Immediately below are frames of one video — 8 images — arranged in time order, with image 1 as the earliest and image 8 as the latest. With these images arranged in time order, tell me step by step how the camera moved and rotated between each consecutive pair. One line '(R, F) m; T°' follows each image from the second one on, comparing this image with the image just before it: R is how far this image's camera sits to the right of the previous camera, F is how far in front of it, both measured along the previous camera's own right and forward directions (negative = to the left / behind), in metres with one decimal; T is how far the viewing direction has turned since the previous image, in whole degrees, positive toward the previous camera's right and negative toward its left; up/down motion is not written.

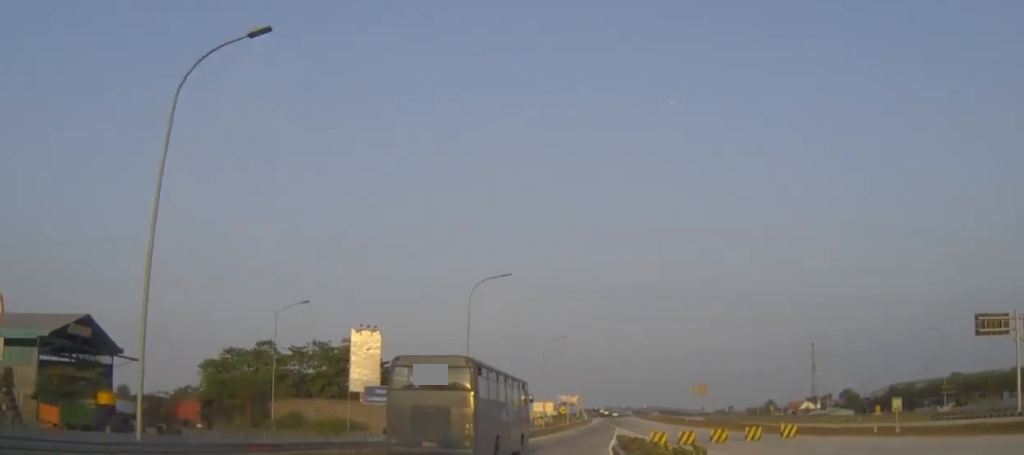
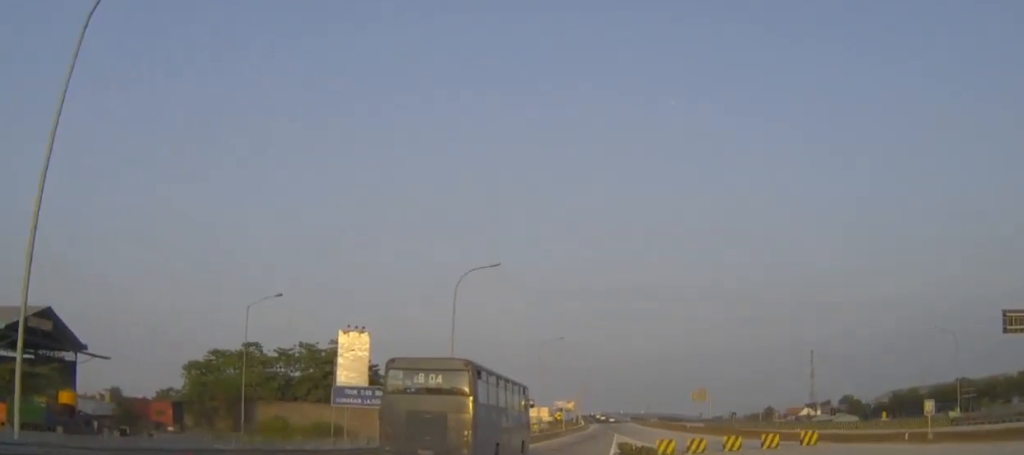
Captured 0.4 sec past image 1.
(0.0, +5.2) m; 0°
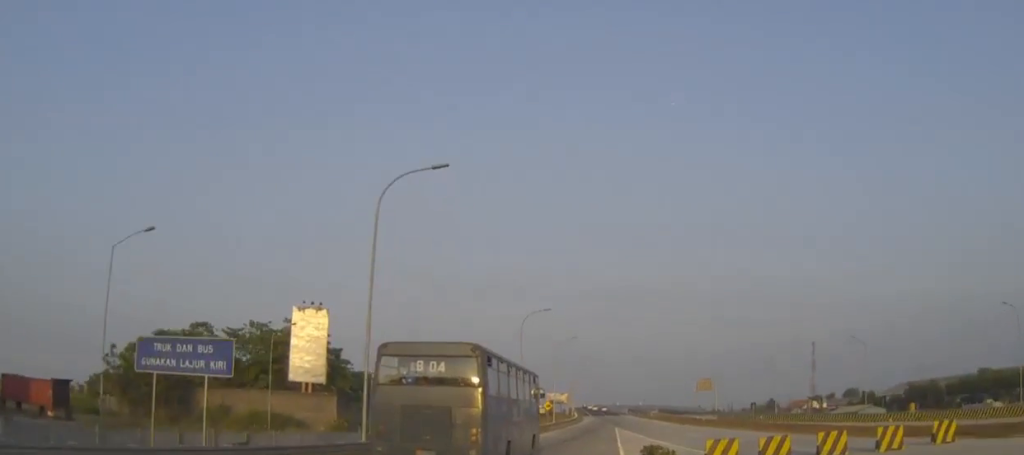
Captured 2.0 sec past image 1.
(+0.1, +18.4) m; +1°
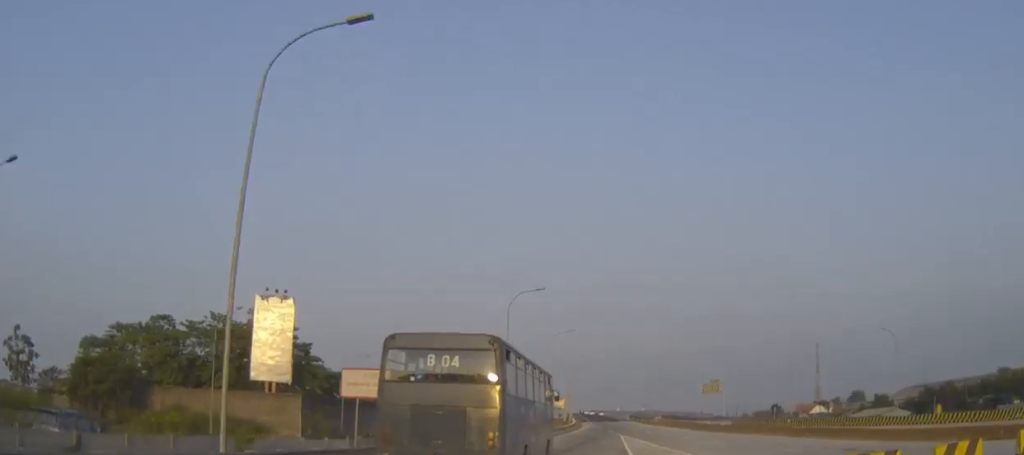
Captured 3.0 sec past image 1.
(+0.1, +12.5) m; +1°
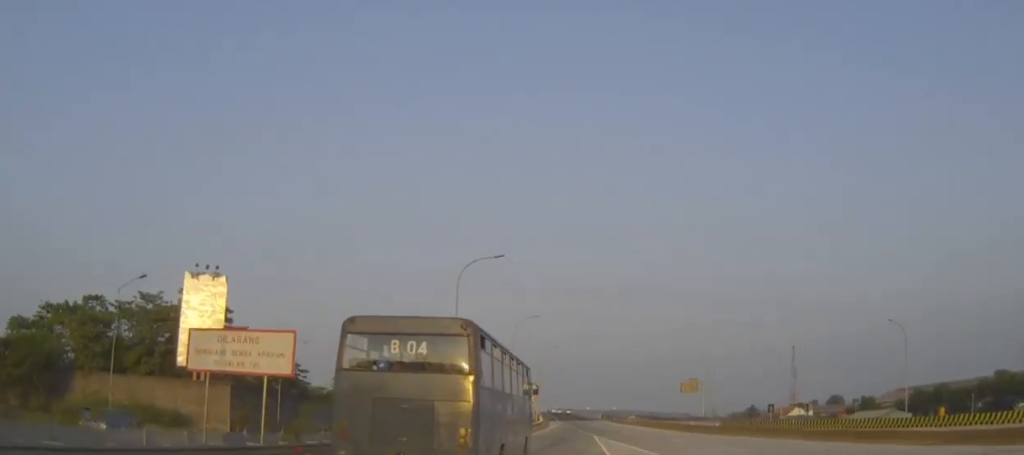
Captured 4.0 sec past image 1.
(+0.1, +11.6) m; +1°
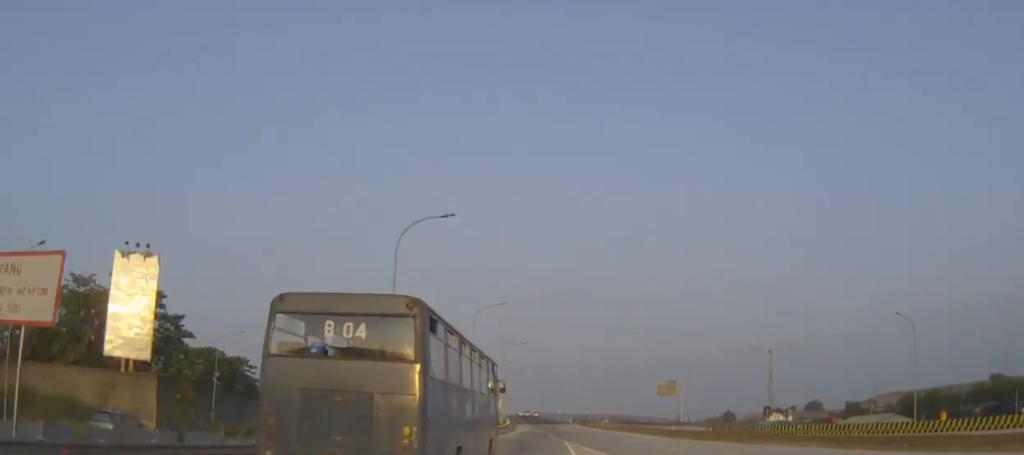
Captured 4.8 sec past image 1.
(+0.1, +9.6) m; +2°
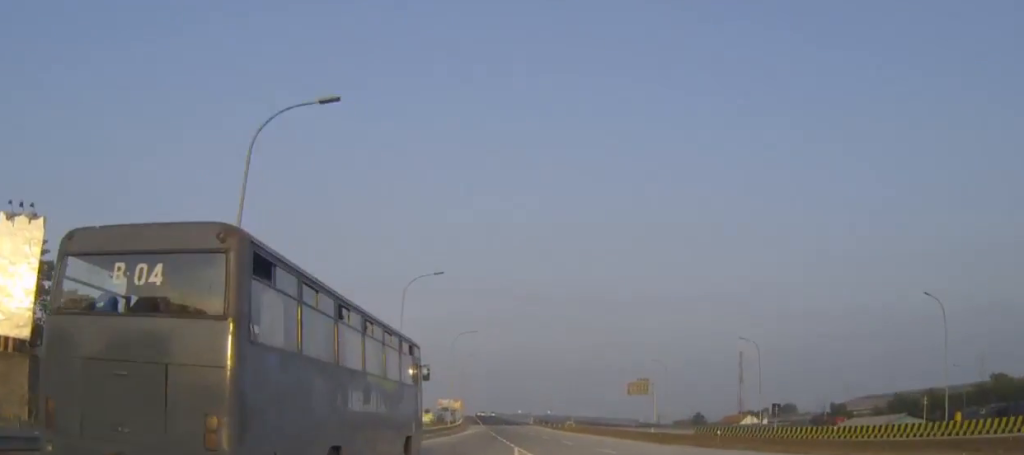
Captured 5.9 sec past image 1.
(+0.4, +14.7) m; +2°
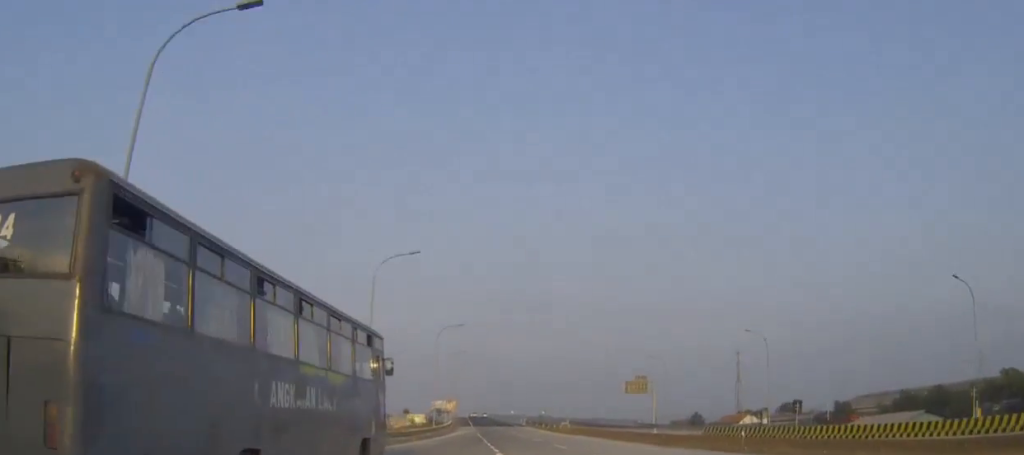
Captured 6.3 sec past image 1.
(+0.1, +6.5) m; +1°
